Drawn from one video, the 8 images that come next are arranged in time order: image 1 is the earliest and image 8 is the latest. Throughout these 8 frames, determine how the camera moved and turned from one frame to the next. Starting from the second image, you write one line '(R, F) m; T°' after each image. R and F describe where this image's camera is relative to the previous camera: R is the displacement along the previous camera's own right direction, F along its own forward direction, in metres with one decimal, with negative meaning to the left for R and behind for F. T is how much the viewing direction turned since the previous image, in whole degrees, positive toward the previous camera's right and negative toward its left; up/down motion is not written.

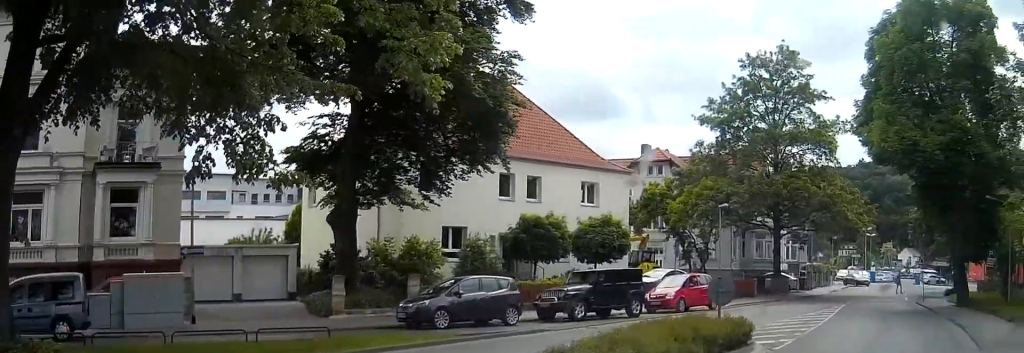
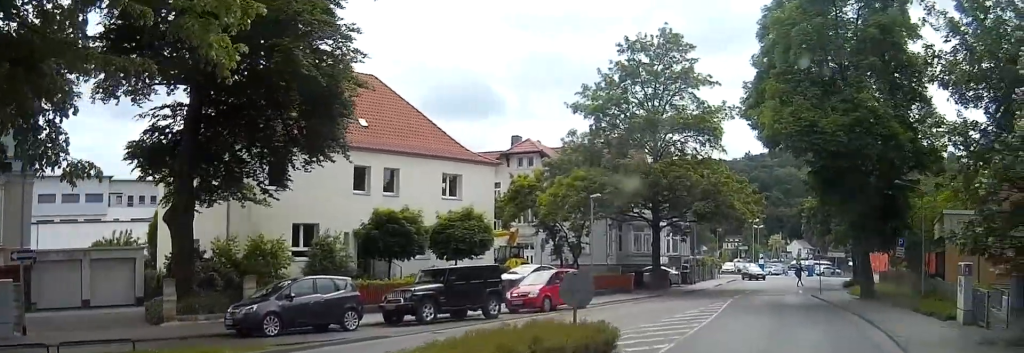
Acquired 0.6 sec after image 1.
(+0.1, +2.1) m; +2°
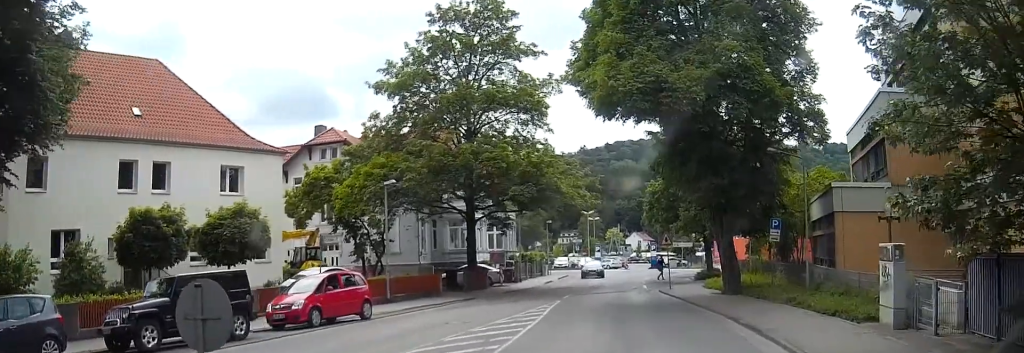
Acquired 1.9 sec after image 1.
(+0.1, +5.4) m; +2°
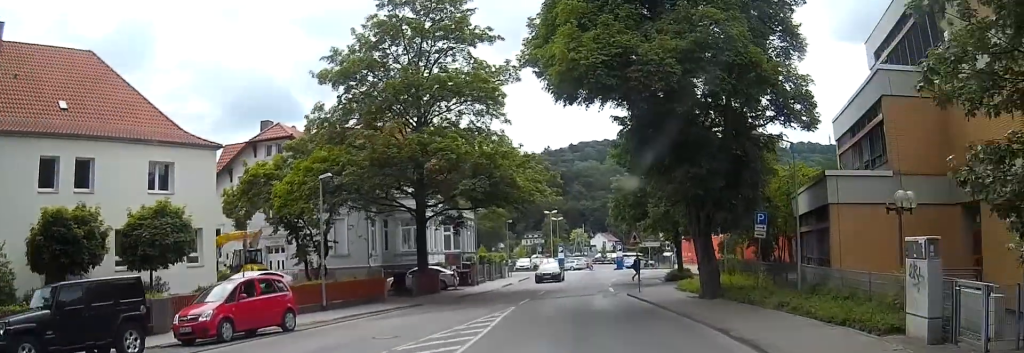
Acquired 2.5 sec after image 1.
(0.0, +3.5) m; 0°
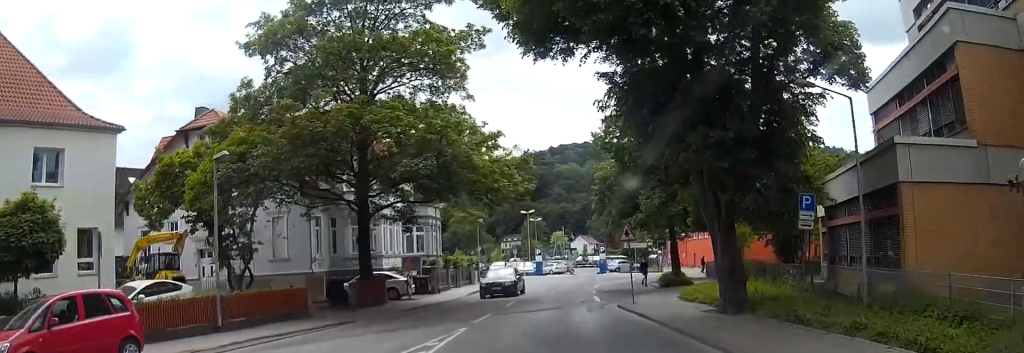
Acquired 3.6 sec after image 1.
(-0.1, +7.2) m; -1°
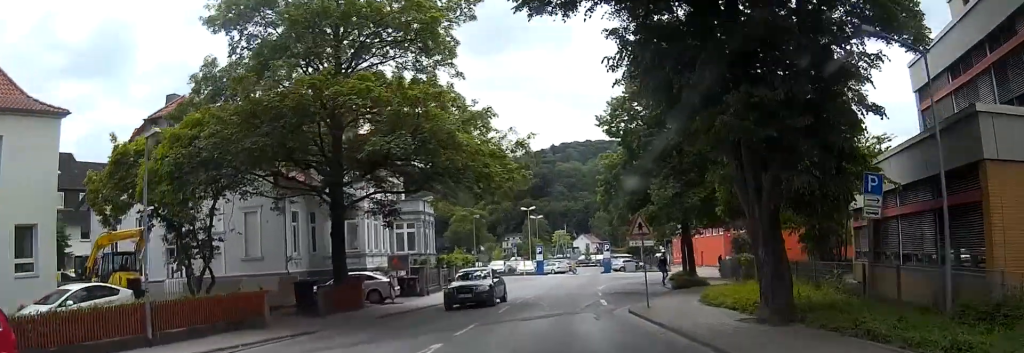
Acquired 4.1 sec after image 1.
(0.0, +4.0) m; +1°
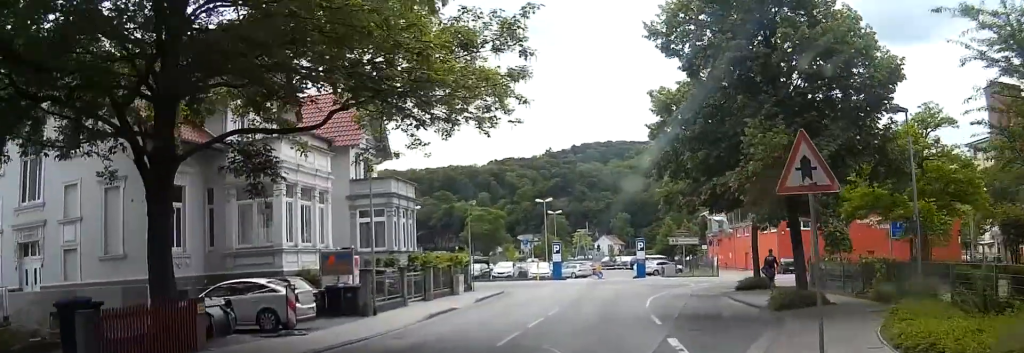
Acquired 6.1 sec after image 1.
(+1.5, +14.5) m; +8°
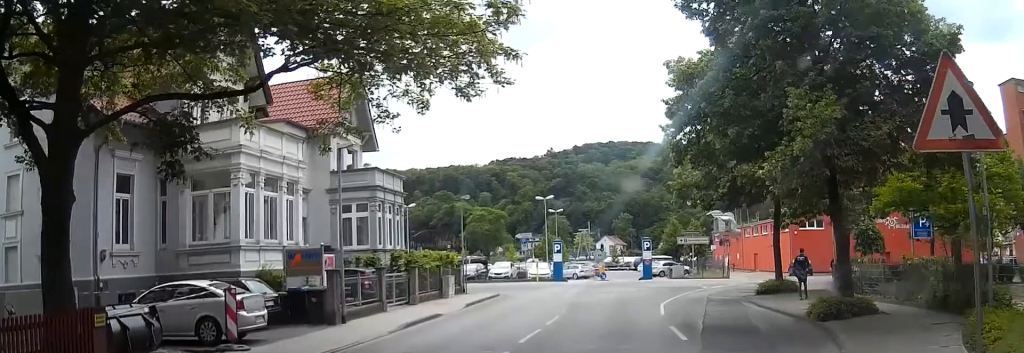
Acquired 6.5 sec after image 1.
(-0.1, +3.6) m; -3°
